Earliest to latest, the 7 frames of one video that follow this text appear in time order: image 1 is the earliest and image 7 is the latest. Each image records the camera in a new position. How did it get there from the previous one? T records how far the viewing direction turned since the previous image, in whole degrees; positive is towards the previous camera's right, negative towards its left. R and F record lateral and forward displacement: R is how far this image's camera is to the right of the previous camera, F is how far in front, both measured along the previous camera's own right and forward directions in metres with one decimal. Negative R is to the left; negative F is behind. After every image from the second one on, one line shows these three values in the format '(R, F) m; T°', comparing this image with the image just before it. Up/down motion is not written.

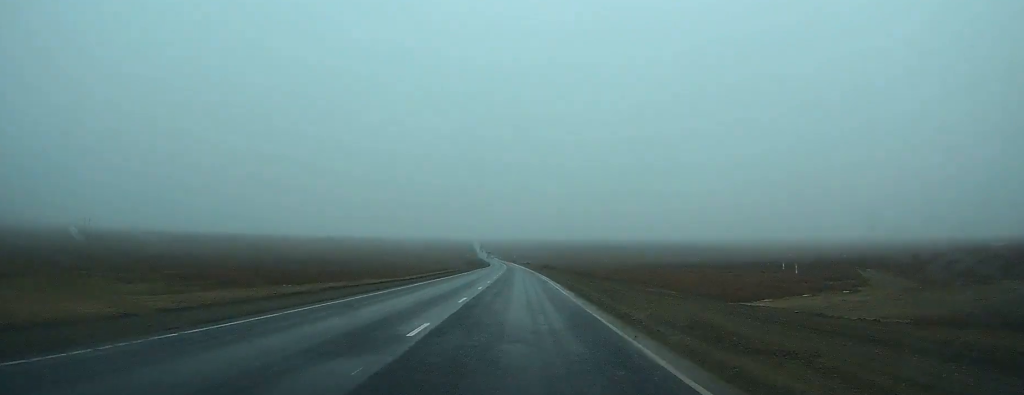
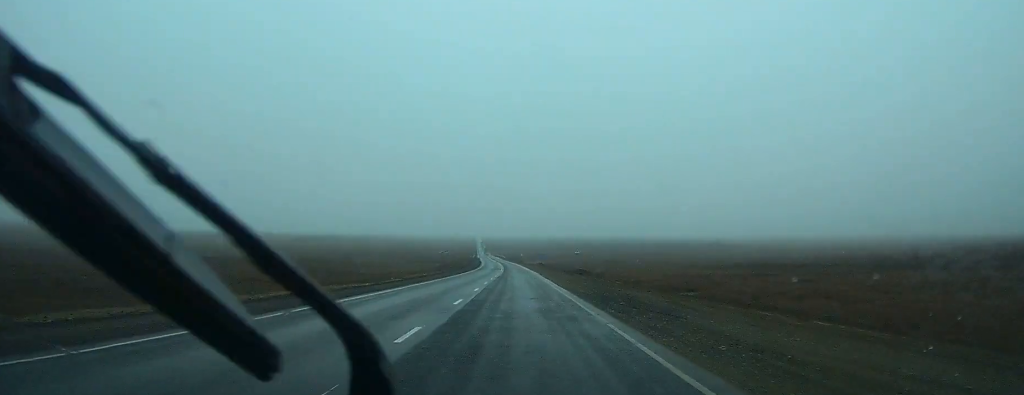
(0.0, +71.2) m; -1°
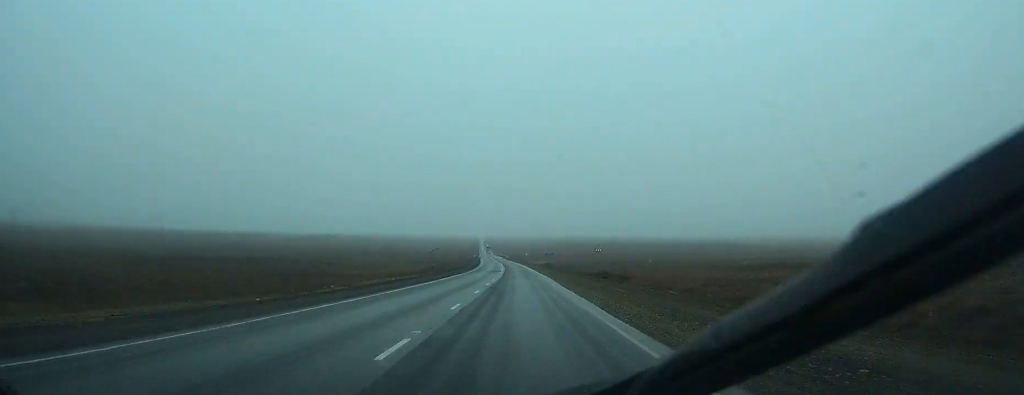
(0.0, +16.7) m; 0°
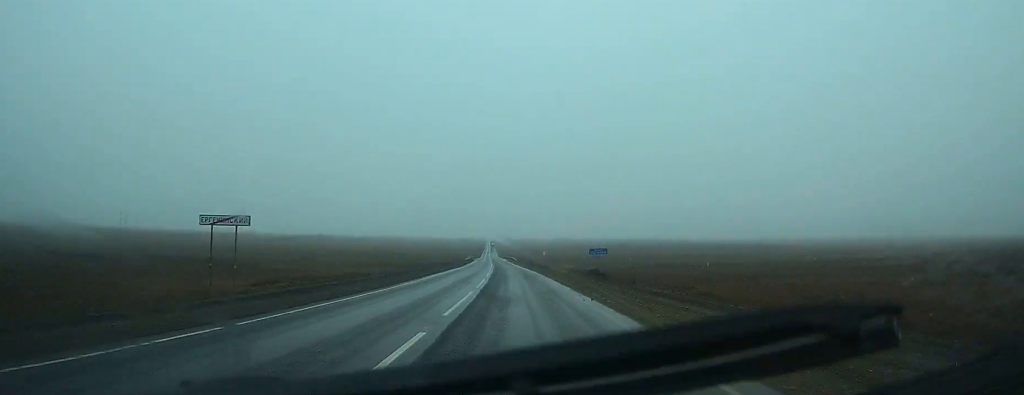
(-0.9, +67.3) m; -2°
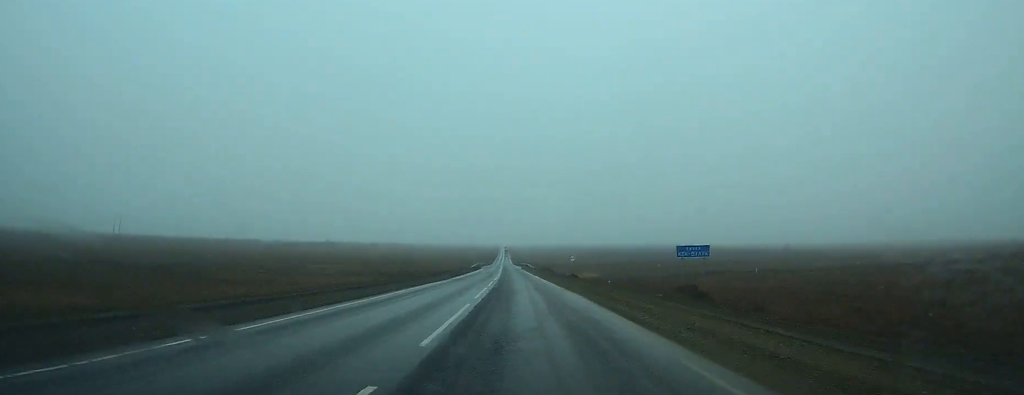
(-0.5, +30.0) m; -1°
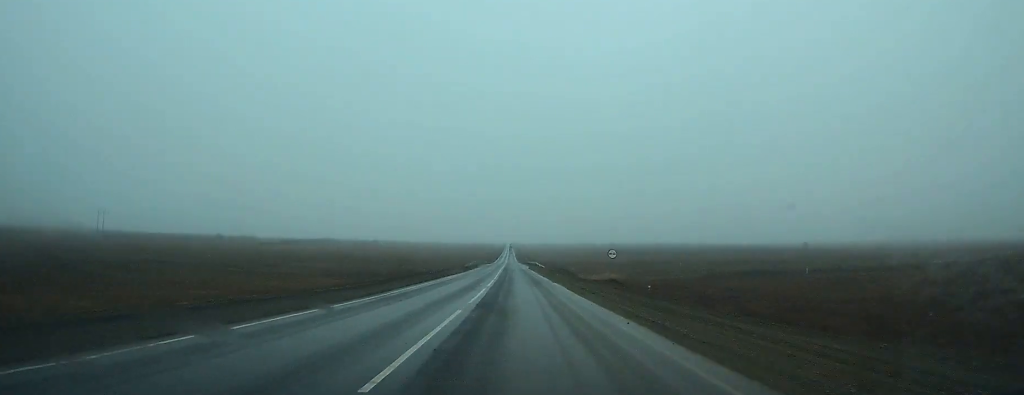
(-0.1, +27.0) m; 0°
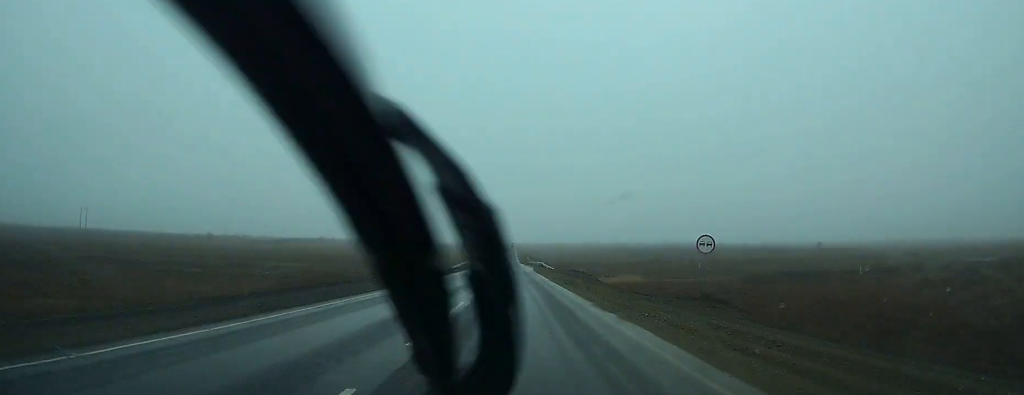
(+0.1, +21.7) m; 0°
